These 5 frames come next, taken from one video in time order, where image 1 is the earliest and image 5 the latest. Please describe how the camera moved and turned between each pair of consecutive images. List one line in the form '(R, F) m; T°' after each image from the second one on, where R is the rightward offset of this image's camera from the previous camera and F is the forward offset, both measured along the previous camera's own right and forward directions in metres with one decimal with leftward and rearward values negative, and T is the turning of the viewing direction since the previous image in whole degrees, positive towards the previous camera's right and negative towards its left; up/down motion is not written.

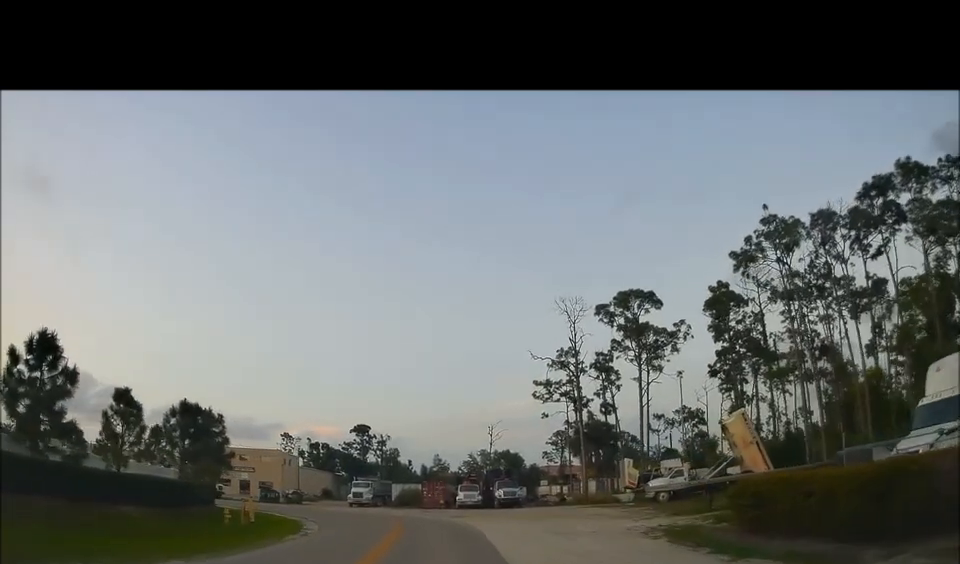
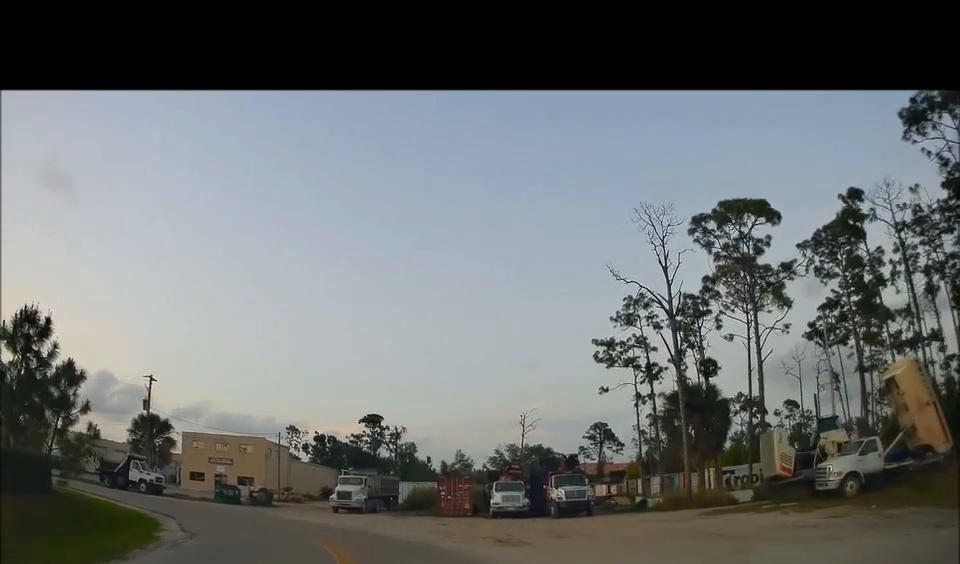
(-0.9, +20.8) m; -7°
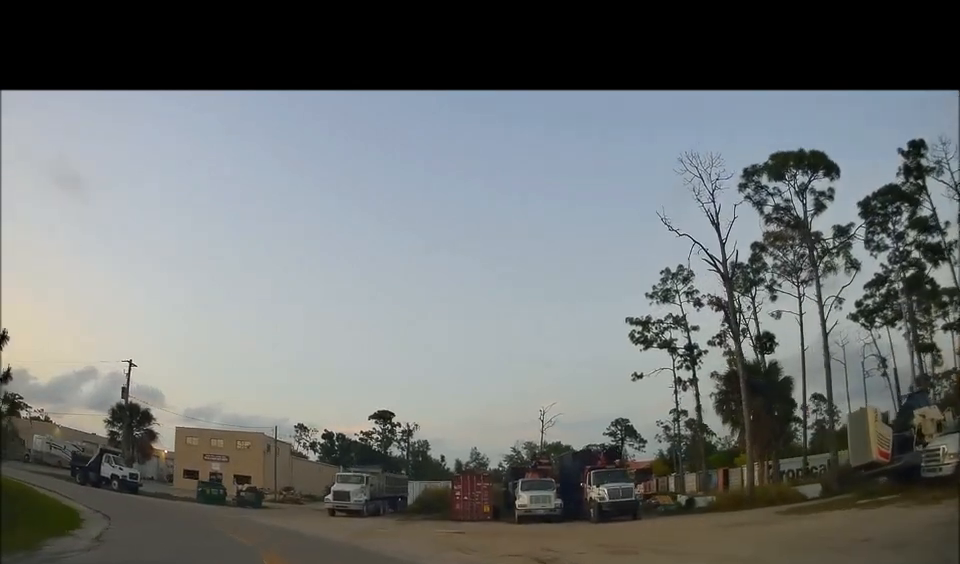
(-0.5, +5.7) m; -2°
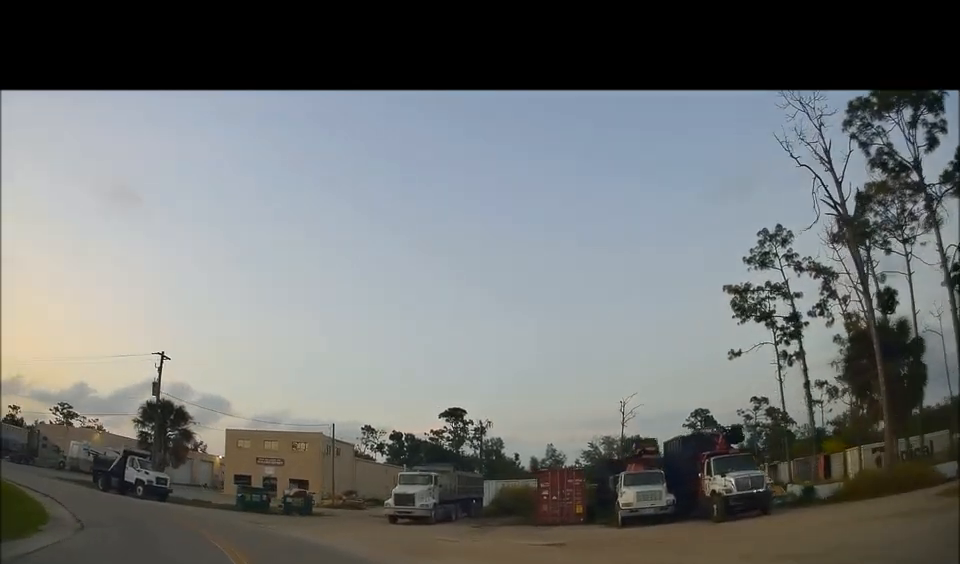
(+0.4, +5.4) m; 0°
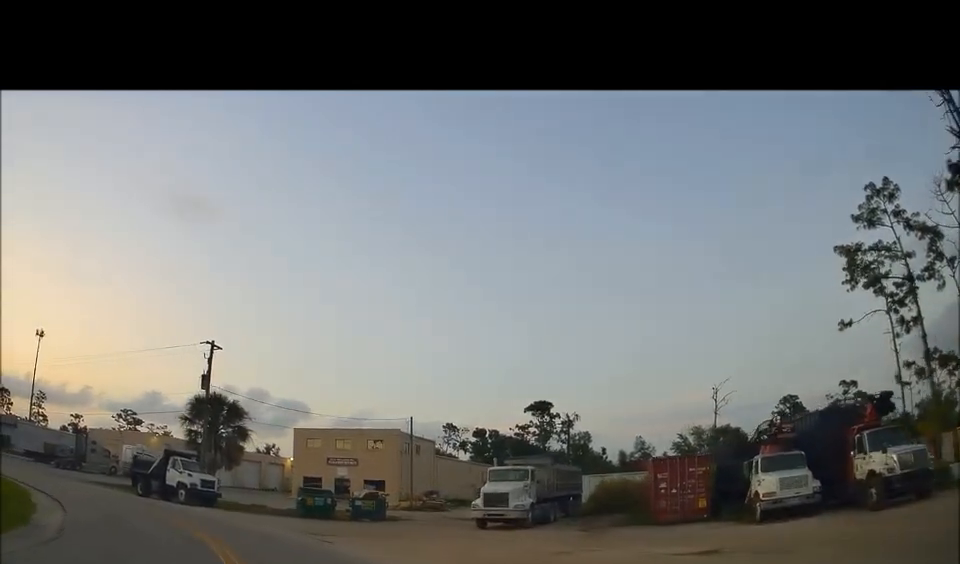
(-0.3, +4.6) m; 0°
